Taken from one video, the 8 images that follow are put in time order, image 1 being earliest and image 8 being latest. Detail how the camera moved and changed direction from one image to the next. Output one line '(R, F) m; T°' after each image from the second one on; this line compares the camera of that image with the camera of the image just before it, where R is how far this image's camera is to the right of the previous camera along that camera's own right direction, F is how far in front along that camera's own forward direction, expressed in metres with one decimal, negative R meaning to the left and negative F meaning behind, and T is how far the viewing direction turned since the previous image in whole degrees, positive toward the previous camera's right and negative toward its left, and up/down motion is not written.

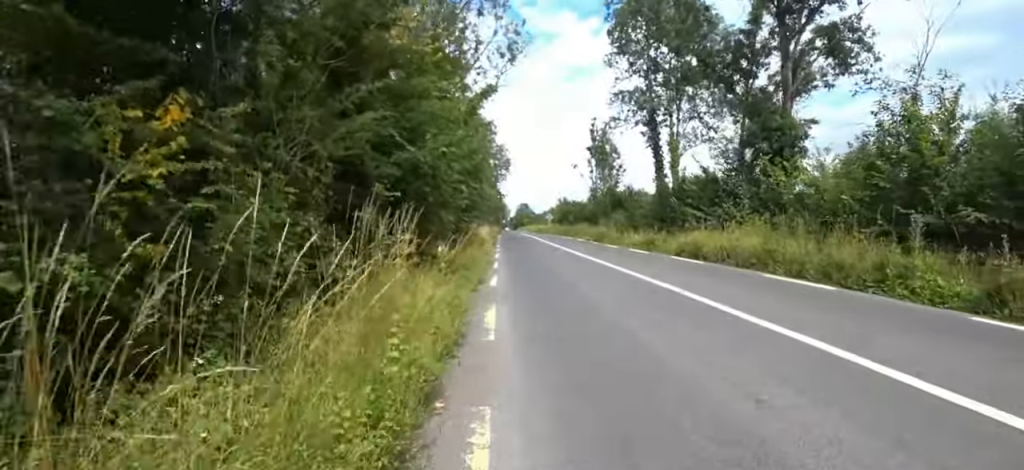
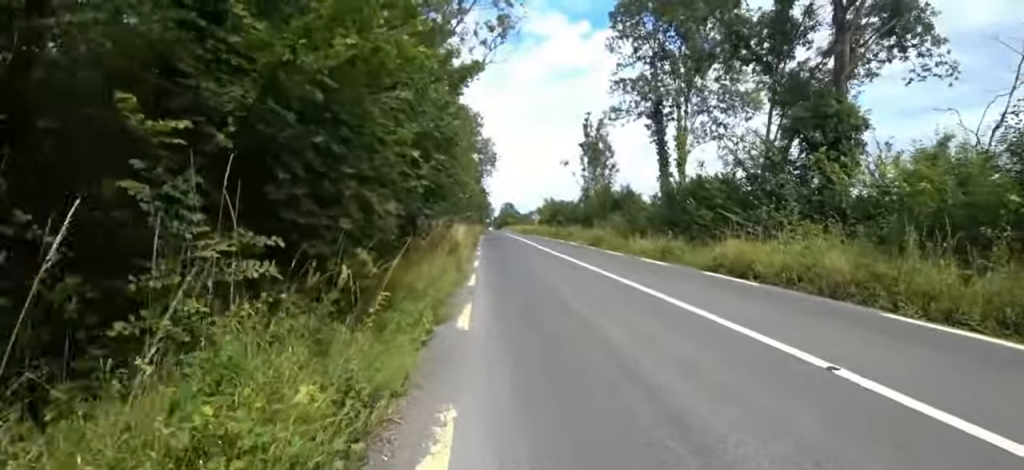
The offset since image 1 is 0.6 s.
(-0.2, +3.7) m; +2°
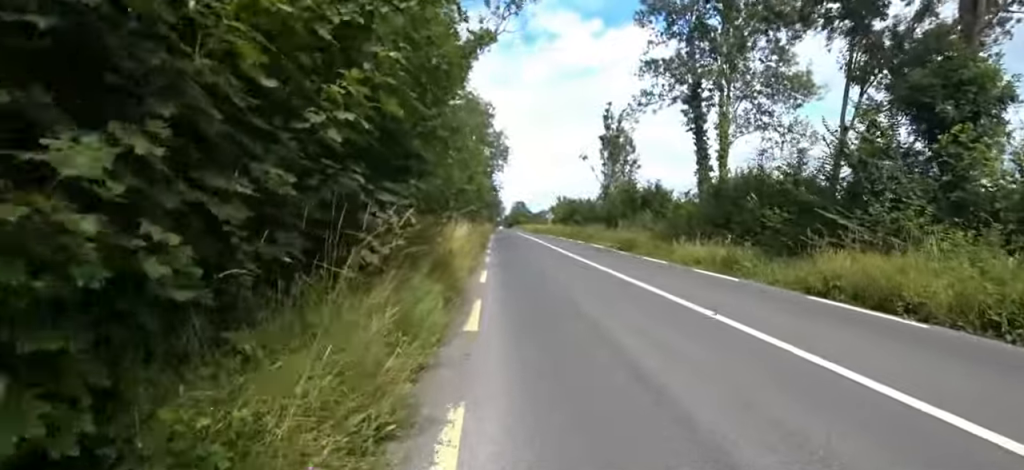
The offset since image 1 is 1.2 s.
(+0.1, +3.7) m; 0°
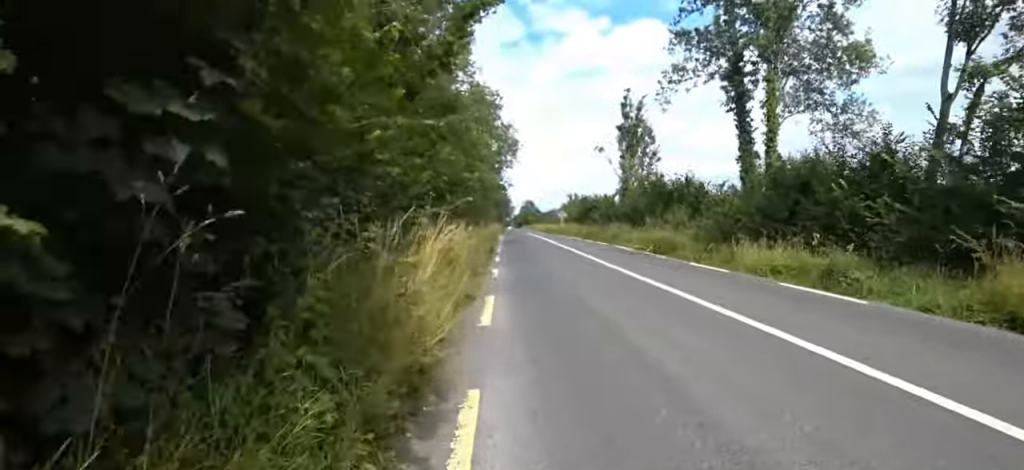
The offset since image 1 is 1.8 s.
(+0.4, +3.6) m; -1°
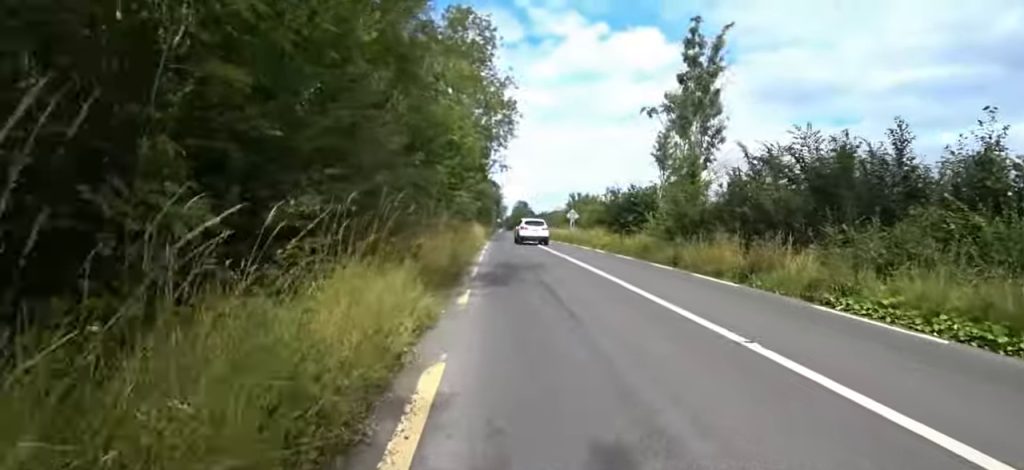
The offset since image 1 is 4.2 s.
(-1.2, +15.9) m; 0°
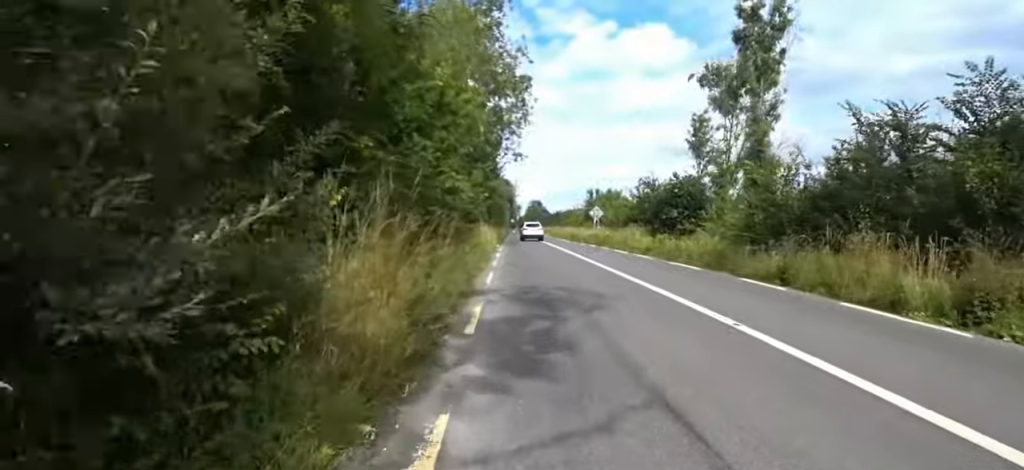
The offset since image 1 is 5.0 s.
(+0.4, +5.4) m; -1°
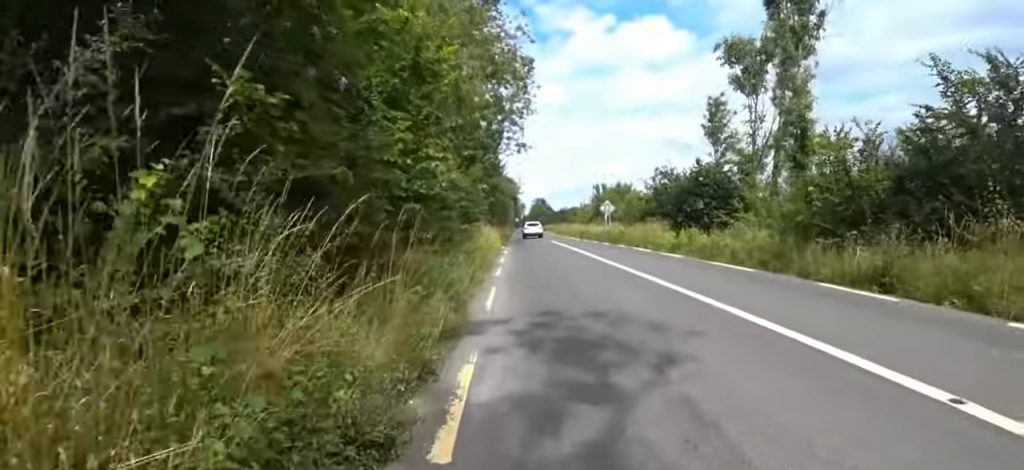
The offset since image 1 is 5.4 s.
(-0.3, +2.7) m; -3°
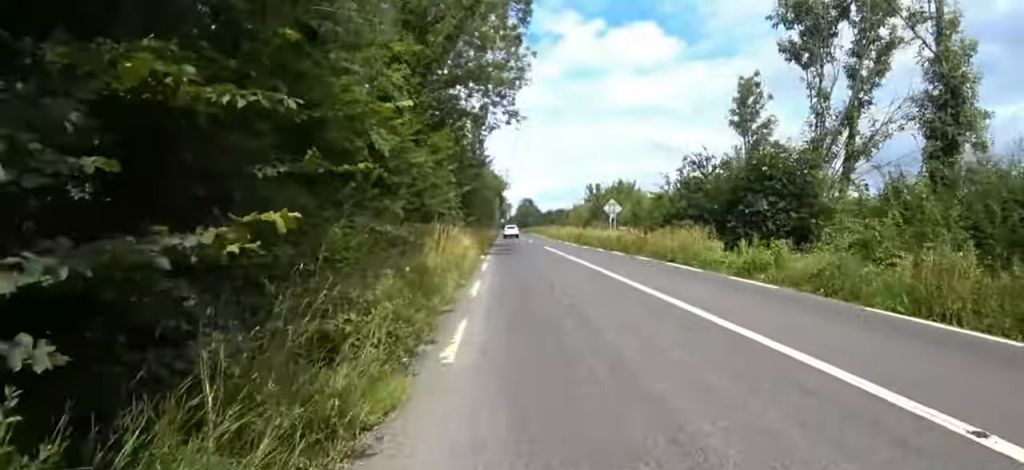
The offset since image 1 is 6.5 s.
(-0.4, +6.7) m; +1°
